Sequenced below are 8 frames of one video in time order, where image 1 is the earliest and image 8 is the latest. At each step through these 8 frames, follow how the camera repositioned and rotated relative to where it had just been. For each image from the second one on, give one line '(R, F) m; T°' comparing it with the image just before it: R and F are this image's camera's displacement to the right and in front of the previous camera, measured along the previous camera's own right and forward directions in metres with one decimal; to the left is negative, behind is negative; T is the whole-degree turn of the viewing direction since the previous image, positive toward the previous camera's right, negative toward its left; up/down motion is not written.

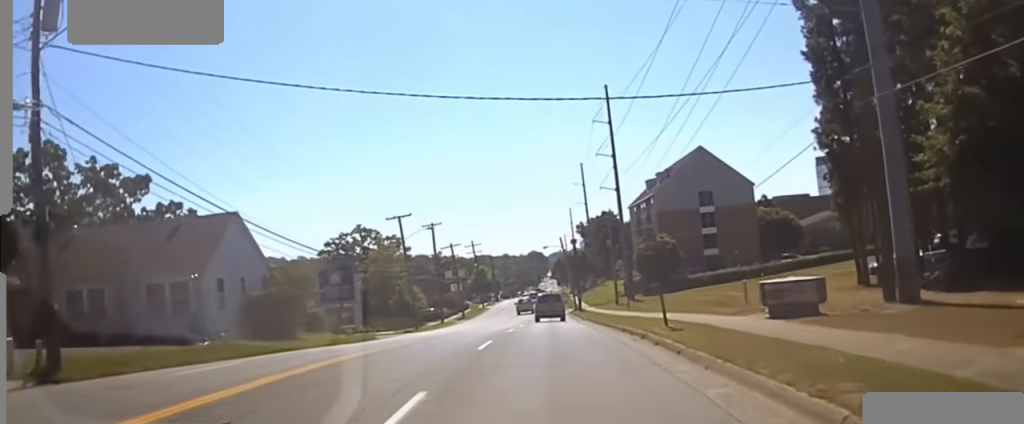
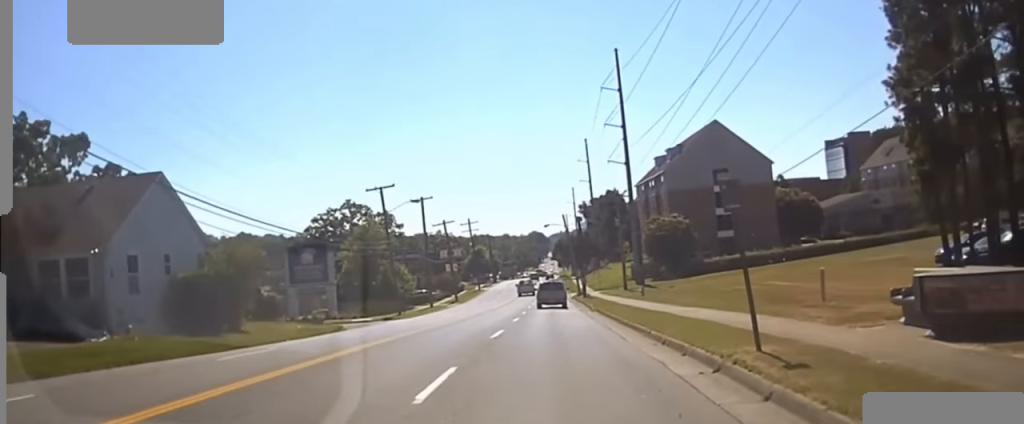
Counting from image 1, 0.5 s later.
(+0.1, +7.3) m; -1°
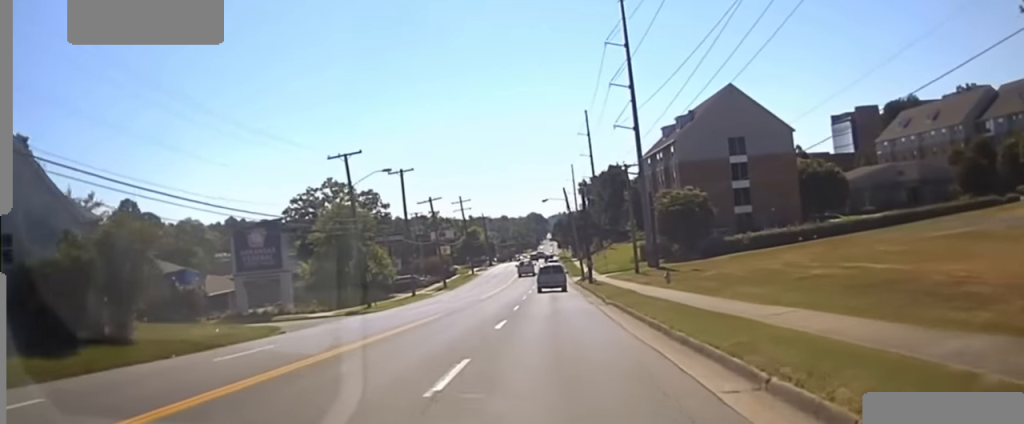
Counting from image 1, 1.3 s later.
(-0.2, +10.2) m; -1°
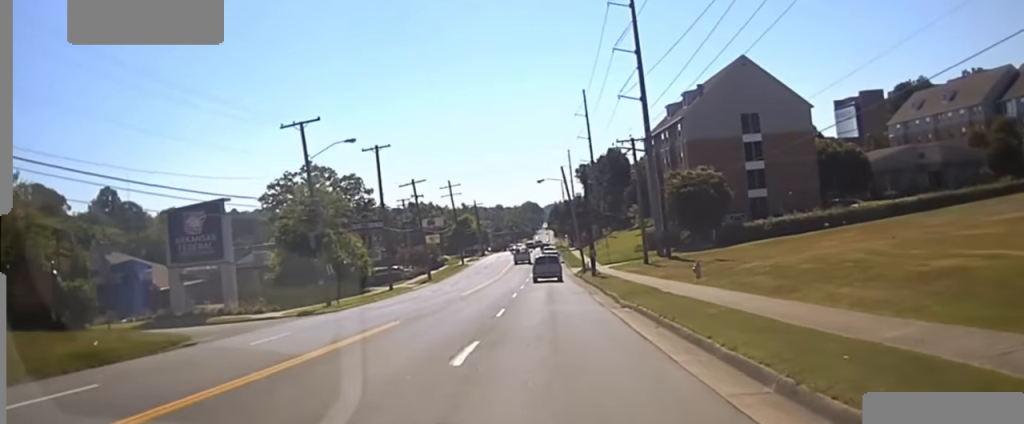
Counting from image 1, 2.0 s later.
(0.0, +8.1) m; 0°
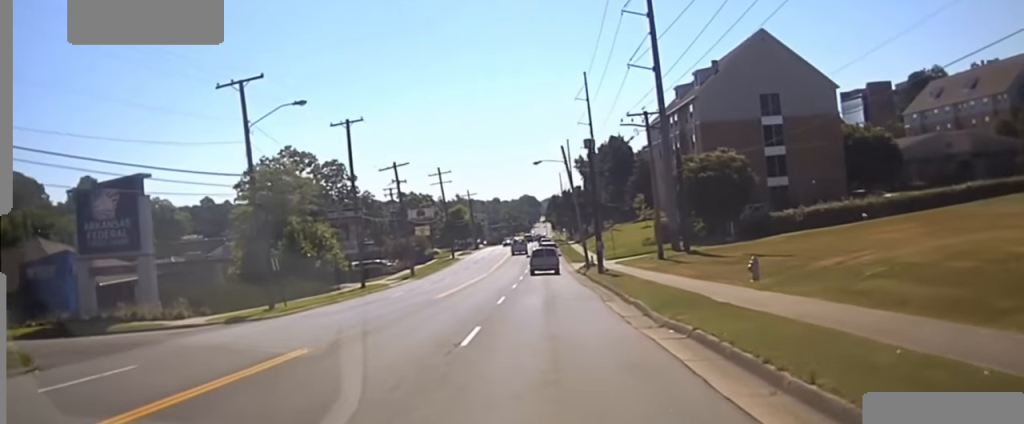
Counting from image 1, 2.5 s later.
(0.0, +7.3) m; 0°
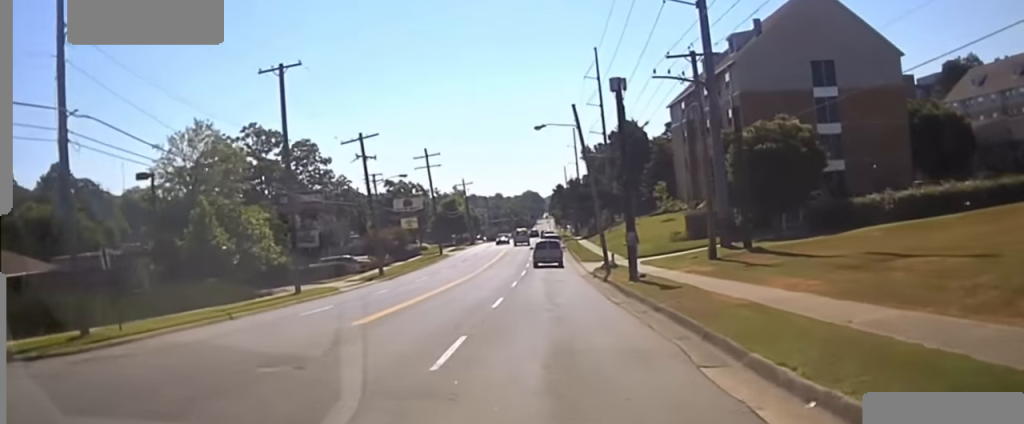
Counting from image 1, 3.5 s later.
(+0.2, +17.6) m; 0°
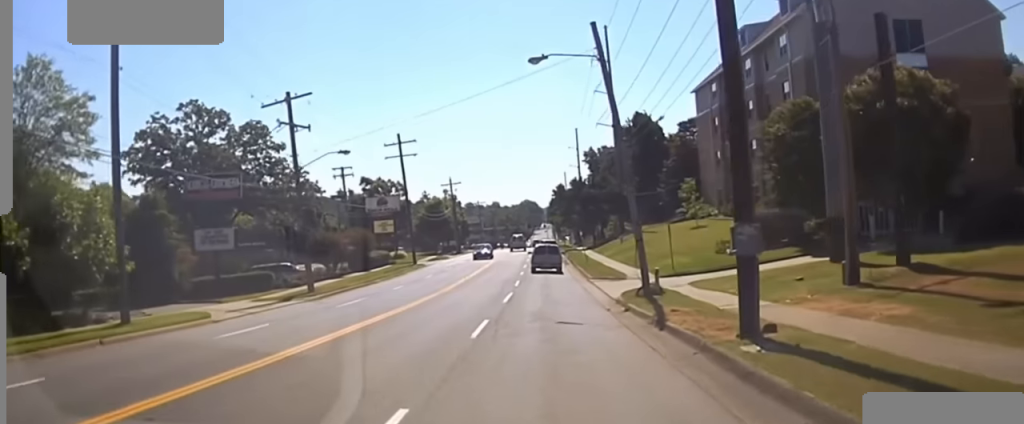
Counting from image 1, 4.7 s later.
(-0.1, +22.8) m; 0°
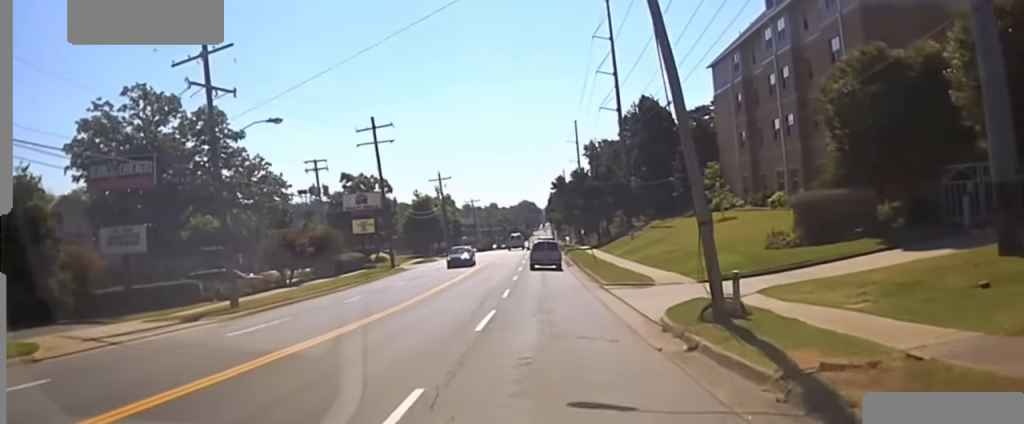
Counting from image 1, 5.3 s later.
(+0.1, +12.9) m; +1°
